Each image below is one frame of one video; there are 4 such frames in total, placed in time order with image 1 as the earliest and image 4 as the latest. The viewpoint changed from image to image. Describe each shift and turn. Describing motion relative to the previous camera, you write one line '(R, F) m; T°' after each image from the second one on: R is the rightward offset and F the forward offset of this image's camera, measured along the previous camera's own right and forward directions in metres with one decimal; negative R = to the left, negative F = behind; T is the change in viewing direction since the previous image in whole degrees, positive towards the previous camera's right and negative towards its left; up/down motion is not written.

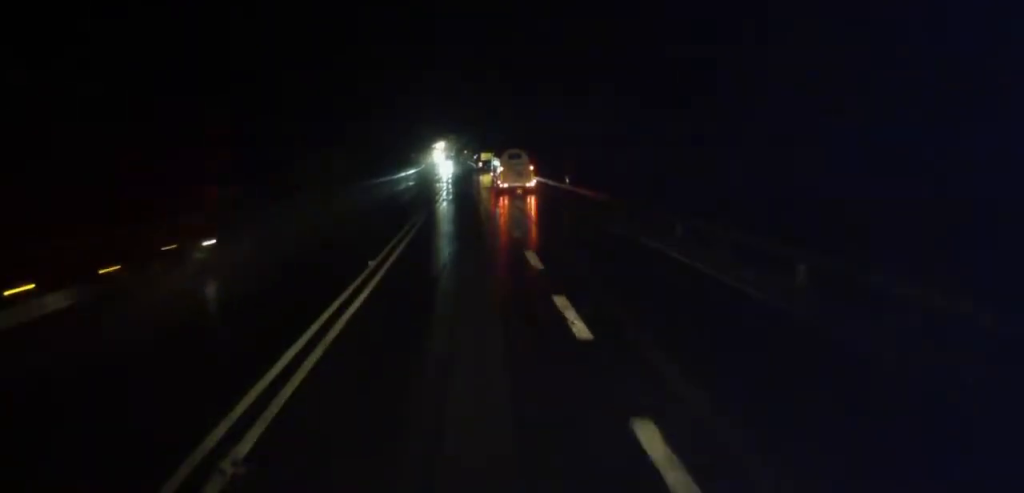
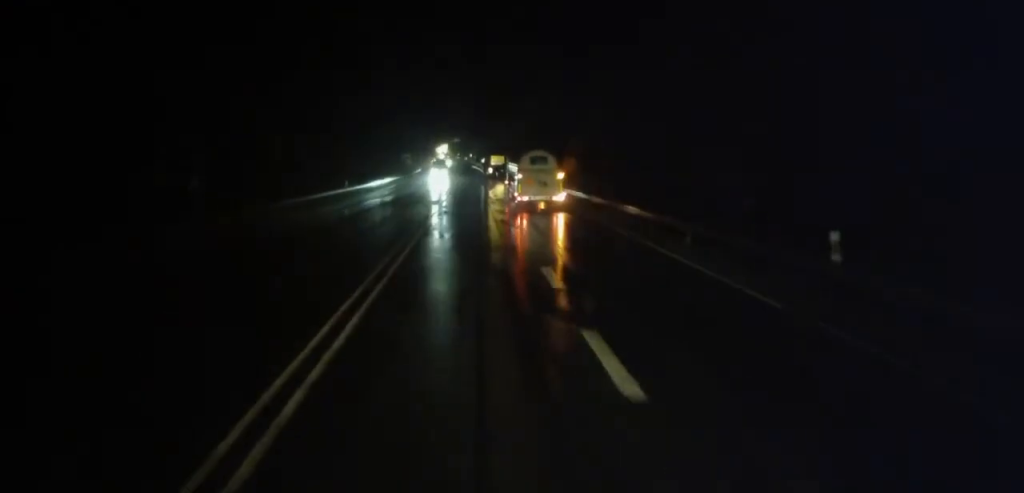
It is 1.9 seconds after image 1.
(+0.1, +31.6) m; 0°
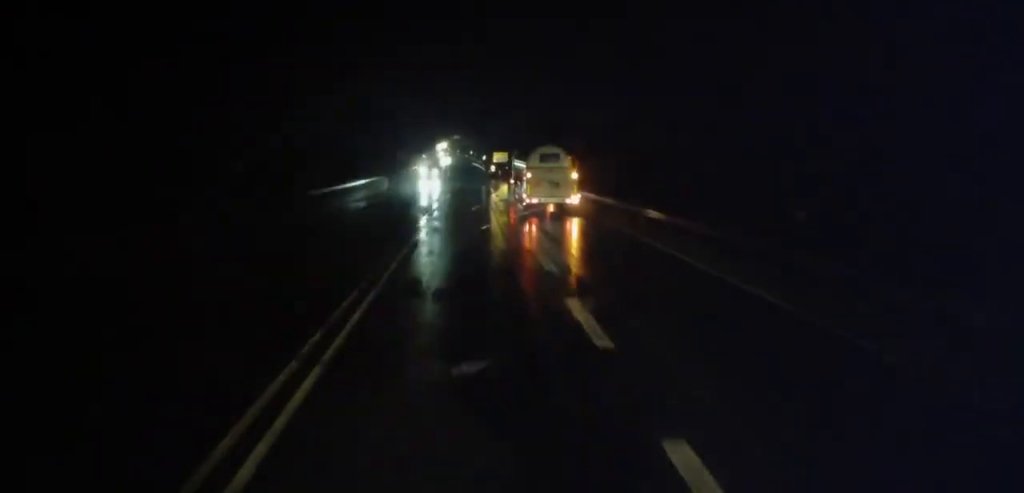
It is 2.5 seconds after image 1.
(0.0, +9.6) m; 0°
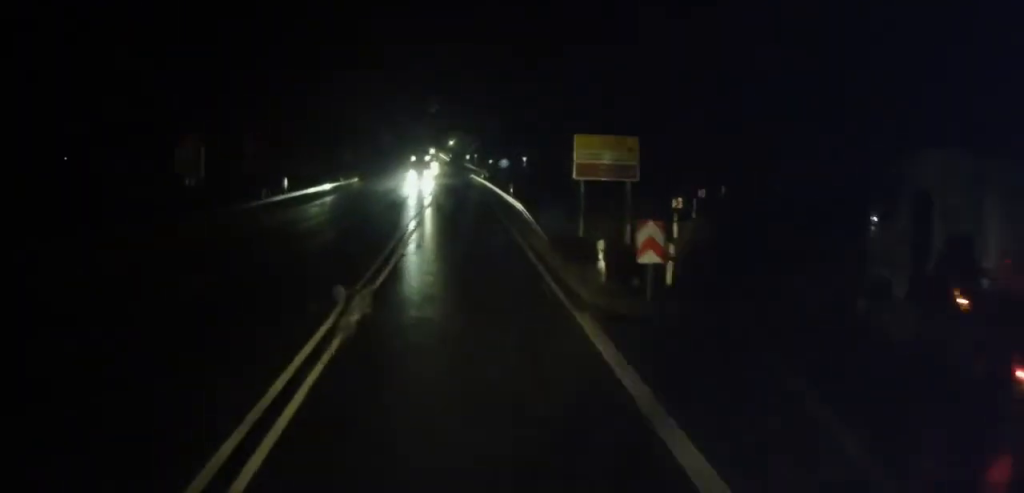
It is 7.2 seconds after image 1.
(-0.9, +77.8) m; +1°
